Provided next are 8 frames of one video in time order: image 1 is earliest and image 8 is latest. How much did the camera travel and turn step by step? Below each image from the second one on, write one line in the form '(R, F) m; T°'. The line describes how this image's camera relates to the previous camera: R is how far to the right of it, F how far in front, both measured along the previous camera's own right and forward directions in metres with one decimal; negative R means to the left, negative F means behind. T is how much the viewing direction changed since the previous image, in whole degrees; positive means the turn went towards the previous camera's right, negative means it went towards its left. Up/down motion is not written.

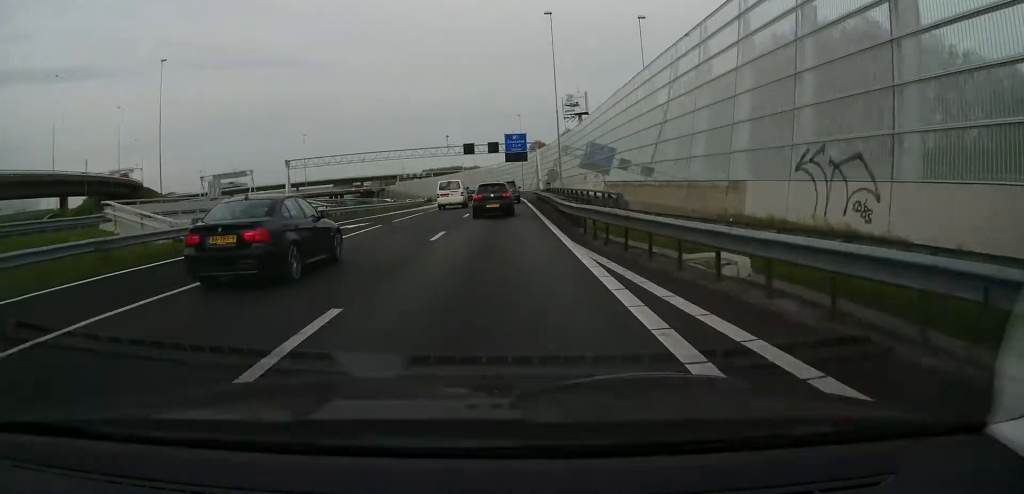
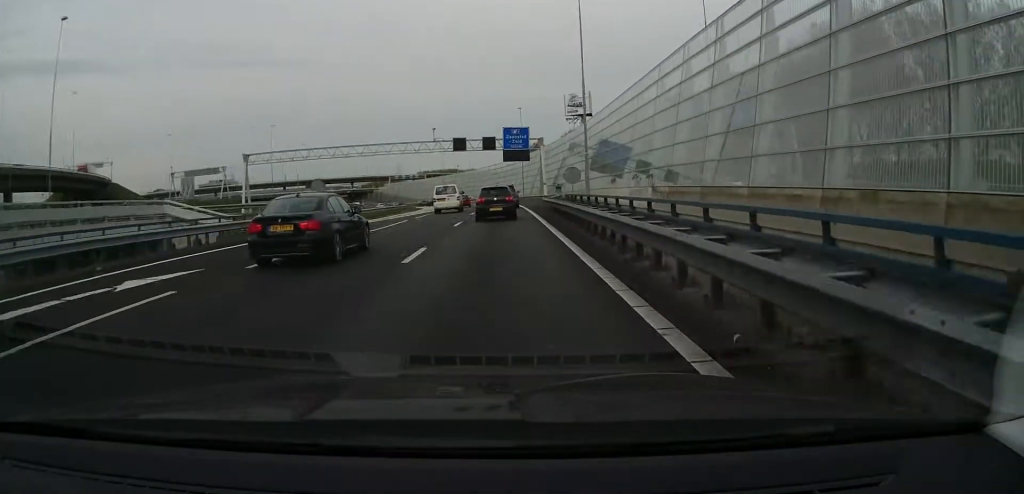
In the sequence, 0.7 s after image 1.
(+0.3, +16.8) m; +1°
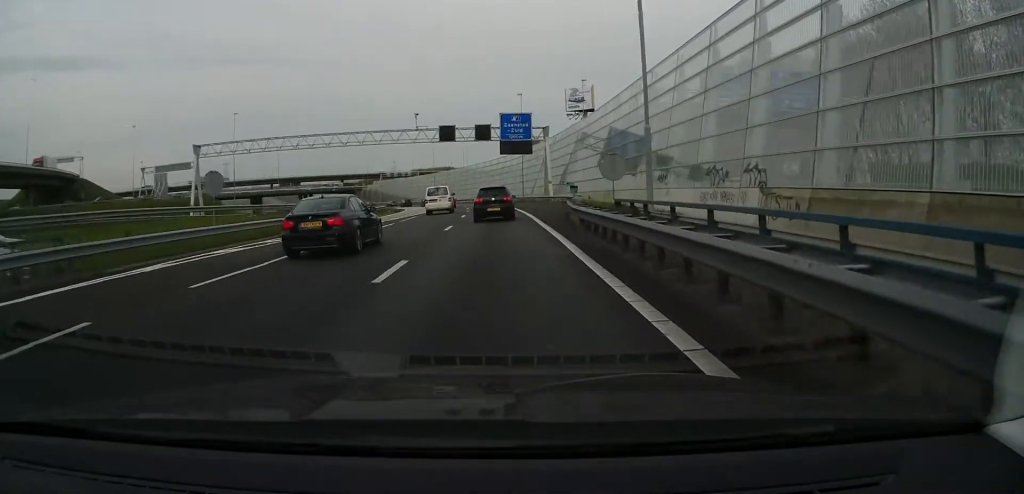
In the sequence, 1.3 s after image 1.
(0.0, +13.7) m; 0°
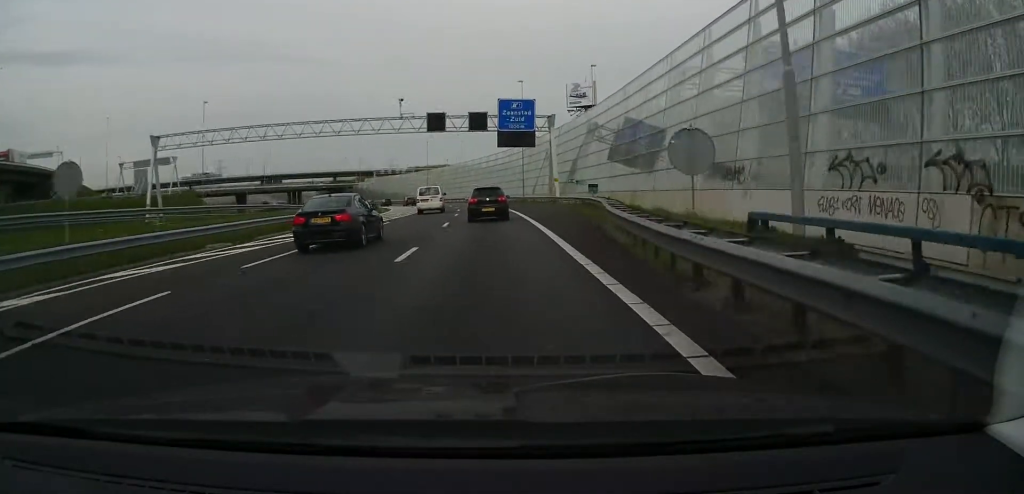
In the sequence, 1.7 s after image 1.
(0.0, +9.1) m; 0°
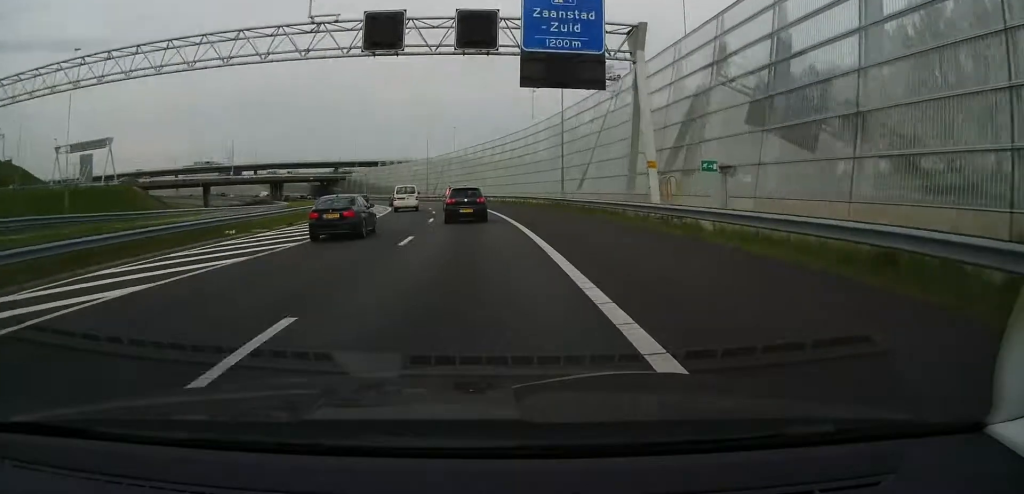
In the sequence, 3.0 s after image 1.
(-0.1, +29.6) m; 0°
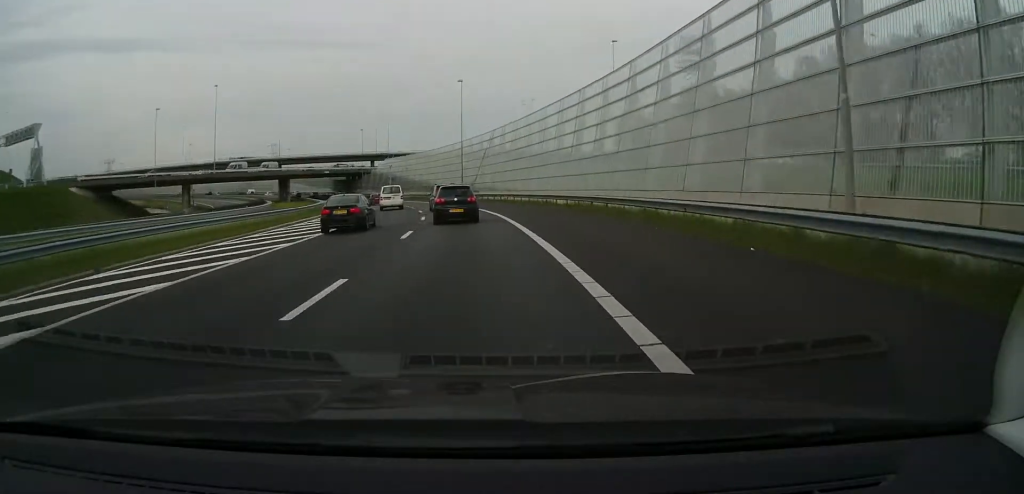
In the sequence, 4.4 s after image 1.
(0.0, +30.1) m; -1°
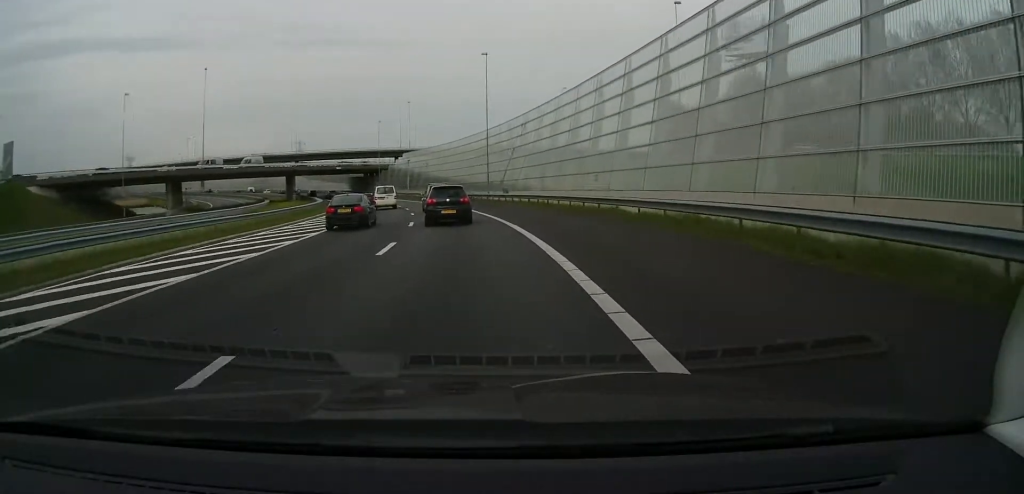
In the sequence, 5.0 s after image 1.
(+0.1, +14.0) m; -1°
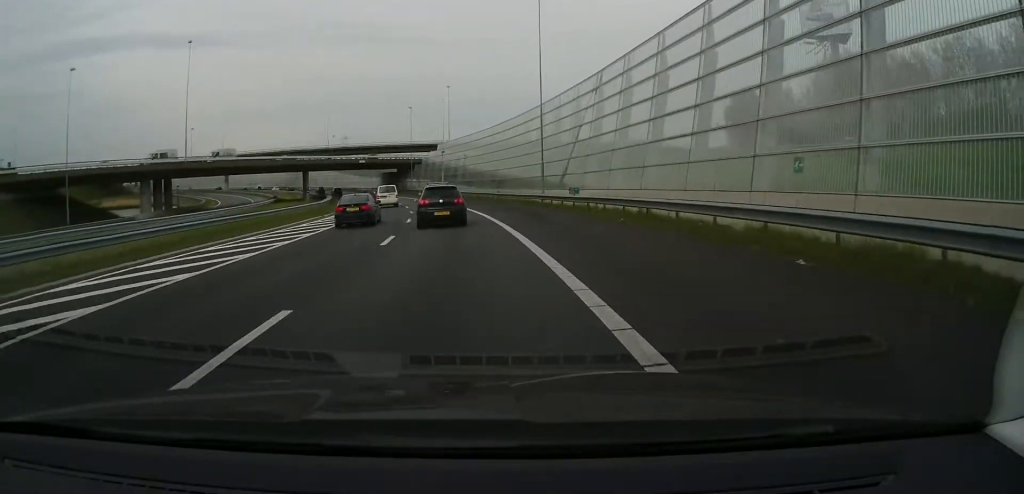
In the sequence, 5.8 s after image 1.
(-0.5, +17.9) m; -4°
